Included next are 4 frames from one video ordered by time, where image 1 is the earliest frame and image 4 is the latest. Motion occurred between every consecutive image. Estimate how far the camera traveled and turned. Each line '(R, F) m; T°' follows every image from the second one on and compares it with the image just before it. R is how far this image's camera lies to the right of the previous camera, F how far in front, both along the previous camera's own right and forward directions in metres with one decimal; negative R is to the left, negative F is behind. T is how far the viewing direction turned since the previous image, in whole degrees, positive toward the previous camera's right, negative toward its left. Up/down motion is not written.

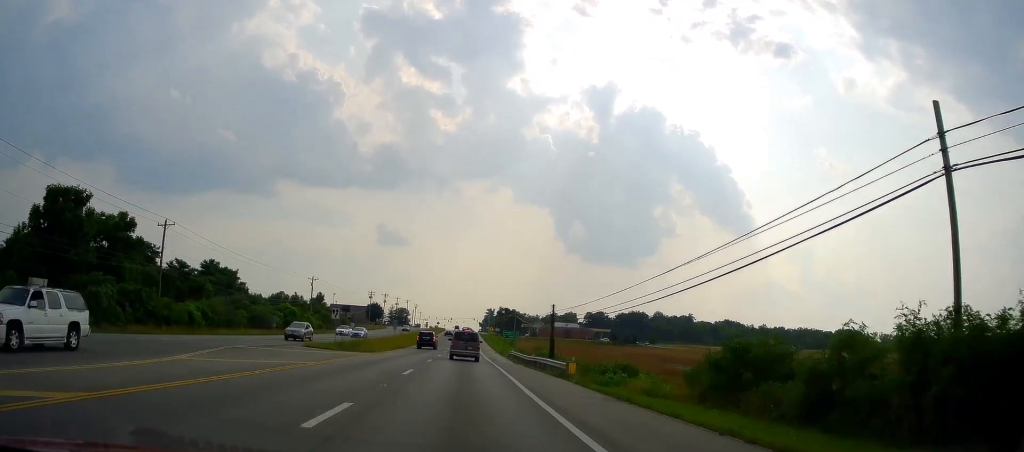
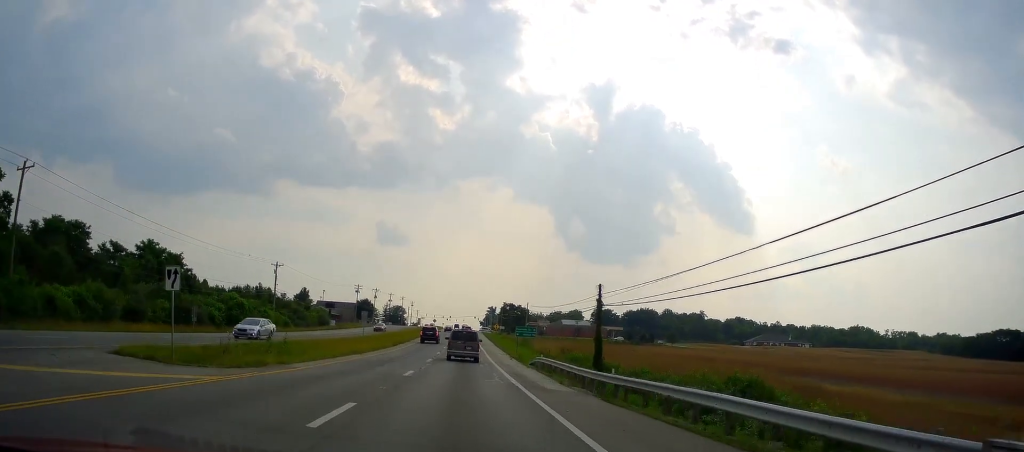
(-0.1, +24.1) m; +1°
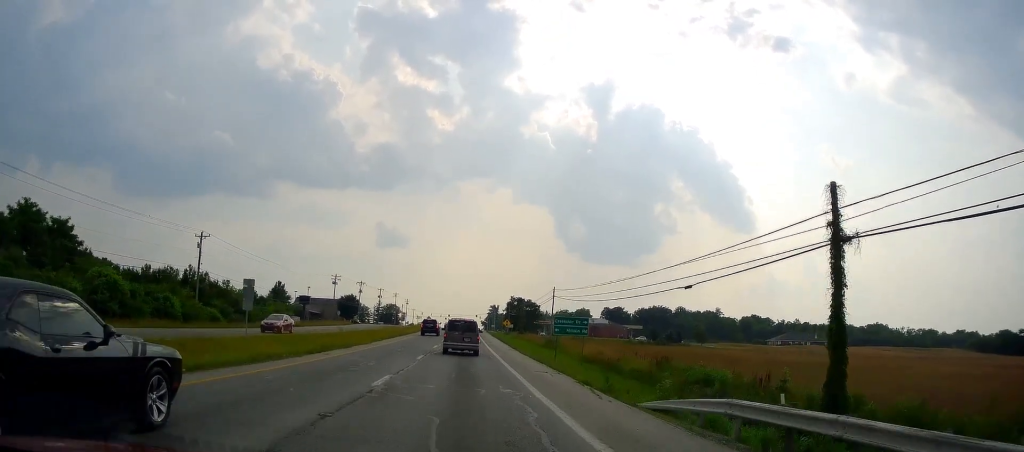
(+0.7, +30.4) m; +2°
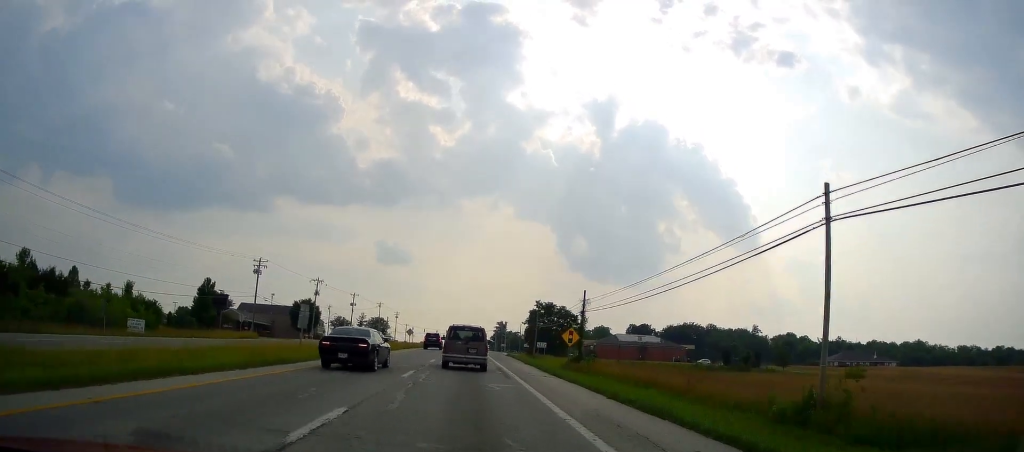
(-1.8, +56.2) m; -1°
